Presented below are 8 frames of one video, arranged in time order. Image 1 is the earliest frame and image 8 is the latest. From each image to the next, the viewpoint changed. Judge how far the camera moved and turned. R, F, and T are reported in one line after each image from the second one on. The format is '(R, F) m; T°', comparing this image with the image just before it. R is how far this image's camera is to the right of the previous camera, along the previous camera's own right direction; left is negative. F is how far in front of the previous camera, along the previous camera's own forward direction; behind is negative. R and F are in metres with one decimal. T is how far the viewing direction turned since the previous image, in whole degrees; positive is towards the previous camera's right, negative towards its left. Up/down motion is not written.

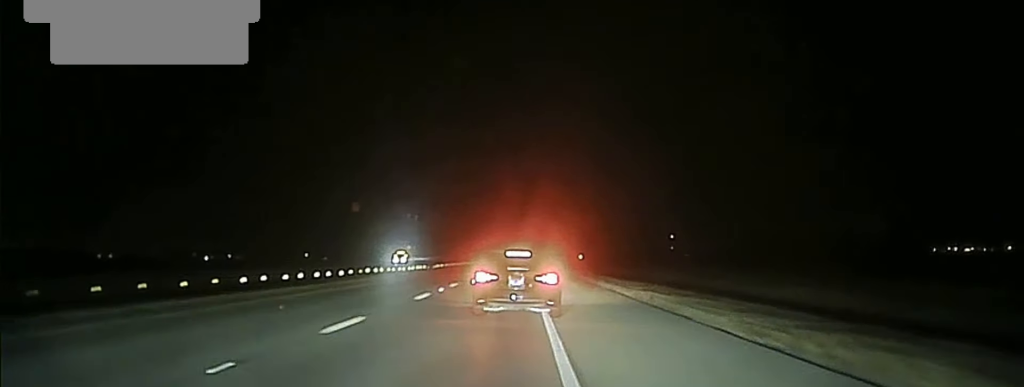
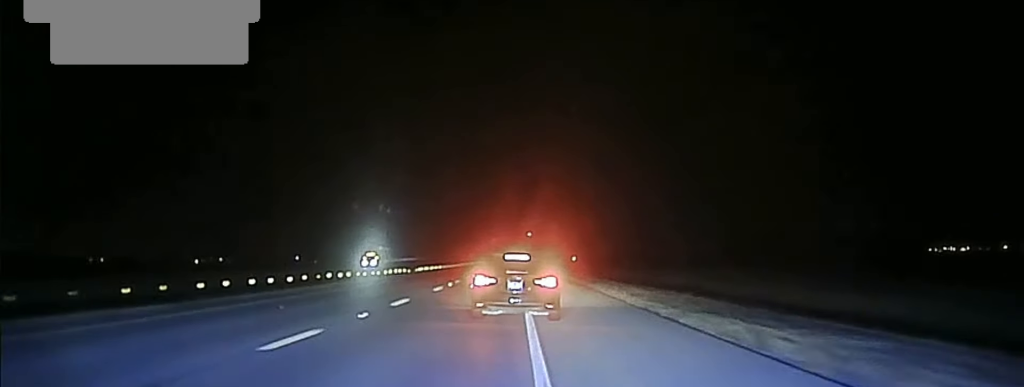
(0.0, +12.3) m; +1°
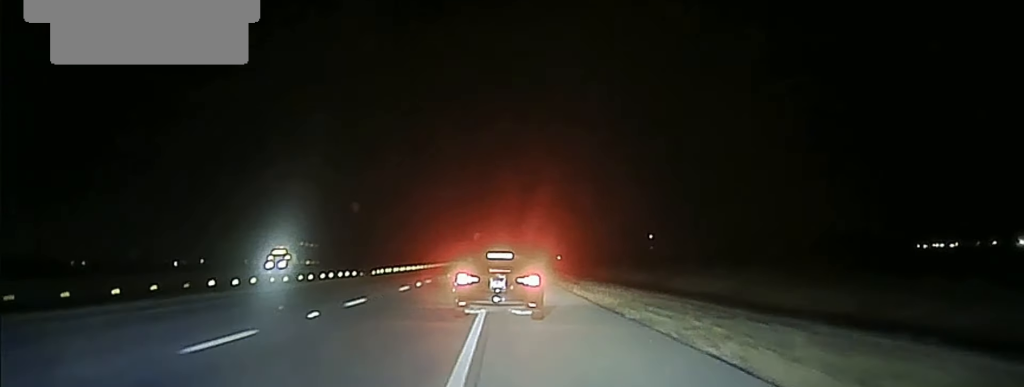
(+0.3, +21.4) m; +1°
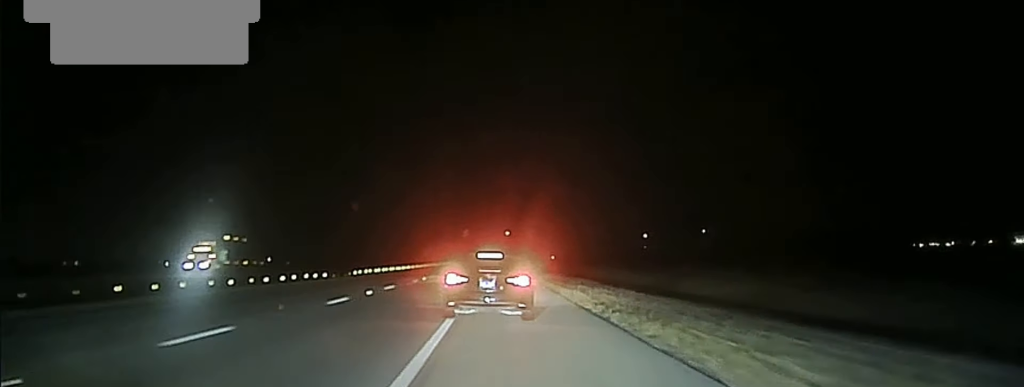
(+0.1, +9.7) m; 0°
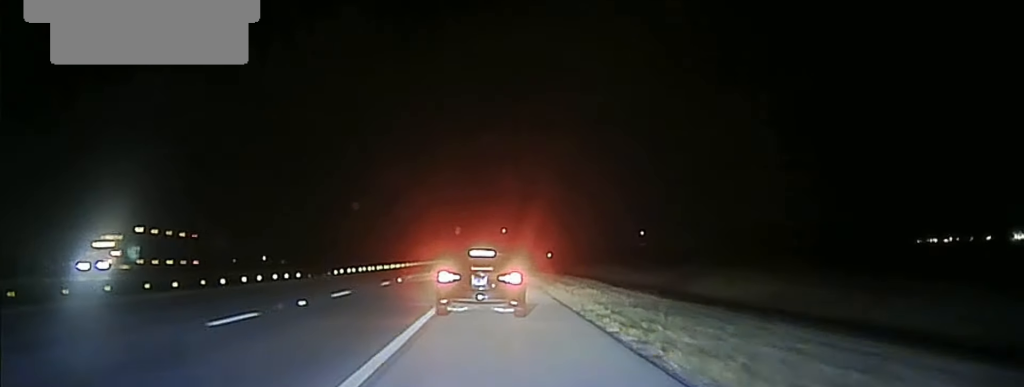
(0.0, +8.0) m; 0°
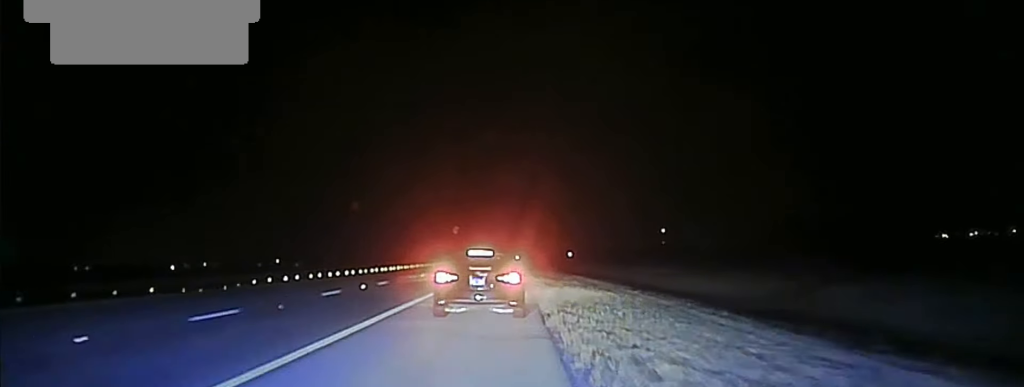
(-0.2, +34.0) m; -2°
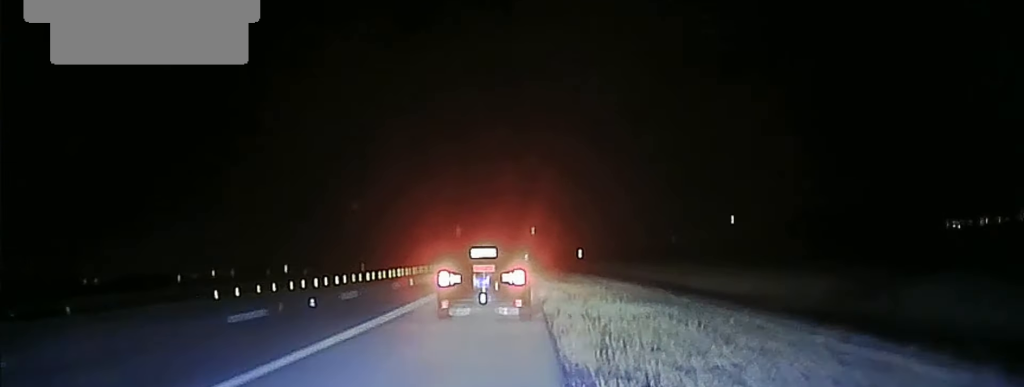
(-0.5, +9.2) m; -3°
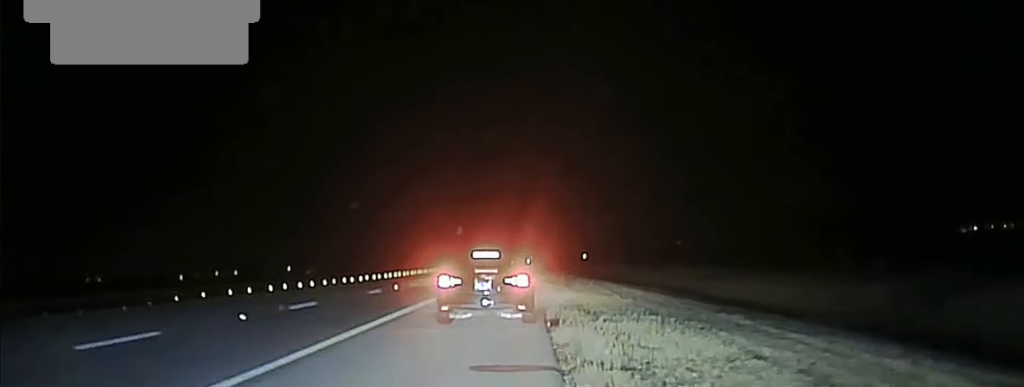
(+0.1, +5.4) m; +1°
